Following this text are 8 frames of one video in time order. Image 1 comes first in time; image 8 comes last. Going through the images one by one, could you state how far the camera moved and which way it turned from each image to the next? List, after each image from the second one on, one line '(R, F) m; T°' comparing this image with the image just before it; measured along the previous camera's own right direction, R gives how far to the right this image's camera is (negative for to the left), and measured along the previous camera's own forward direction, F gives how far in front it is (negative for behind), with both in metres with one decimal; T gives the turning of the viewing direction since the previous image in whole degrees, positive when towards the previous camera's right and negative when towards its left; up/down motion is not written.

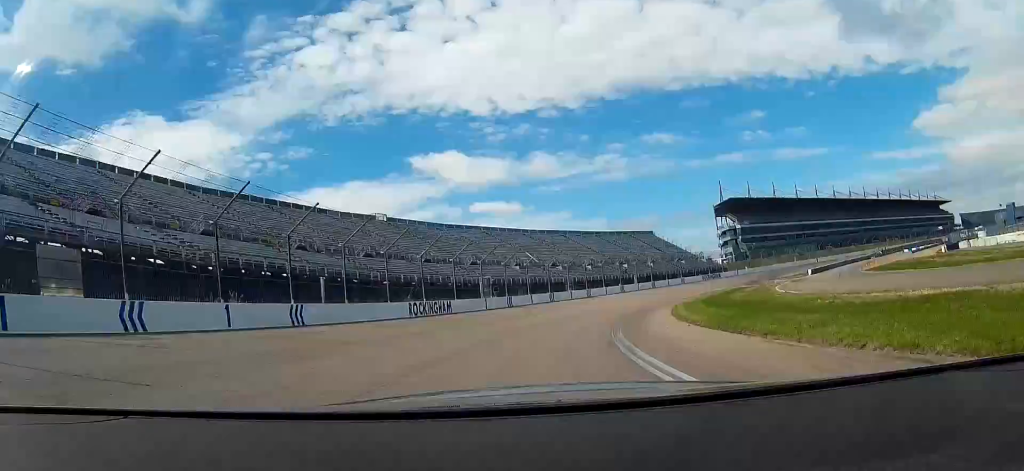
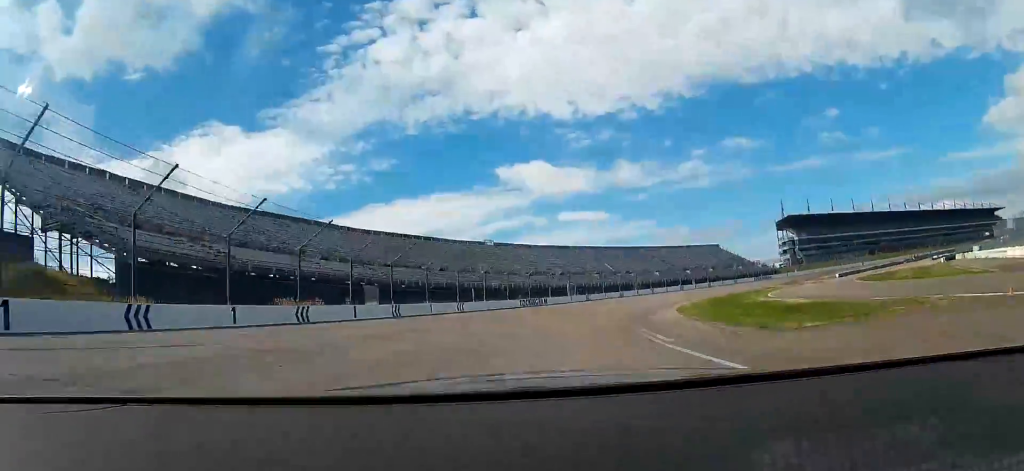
(-1.9, +27.4) m; -7°
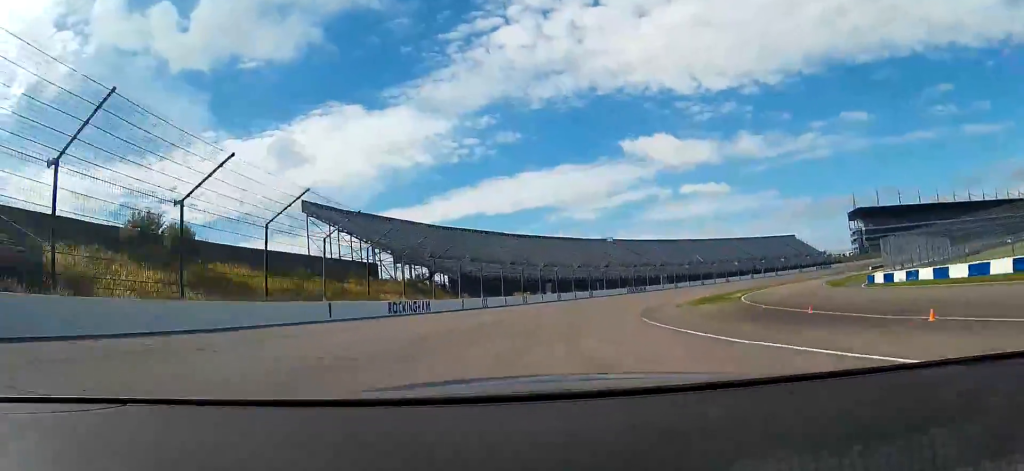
(-4.6, +50.3) m; -10°
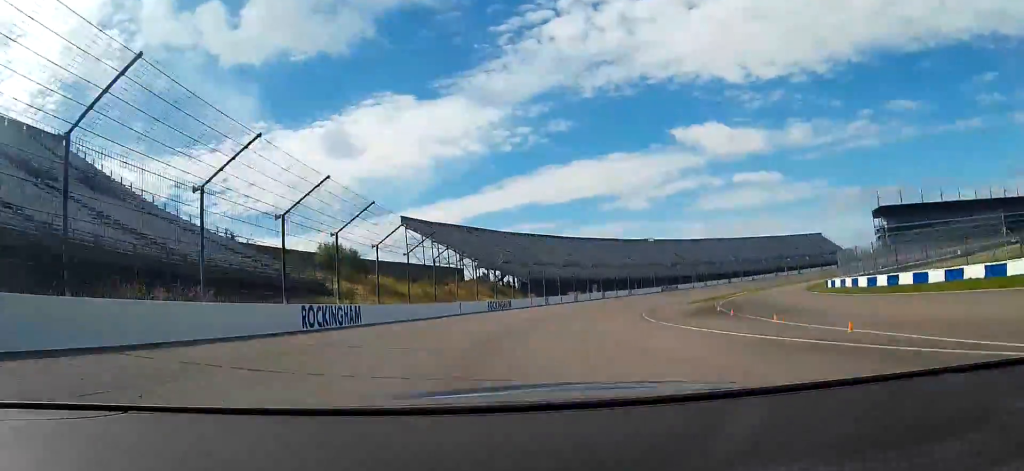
(-1.7, +28.1) m; -4°
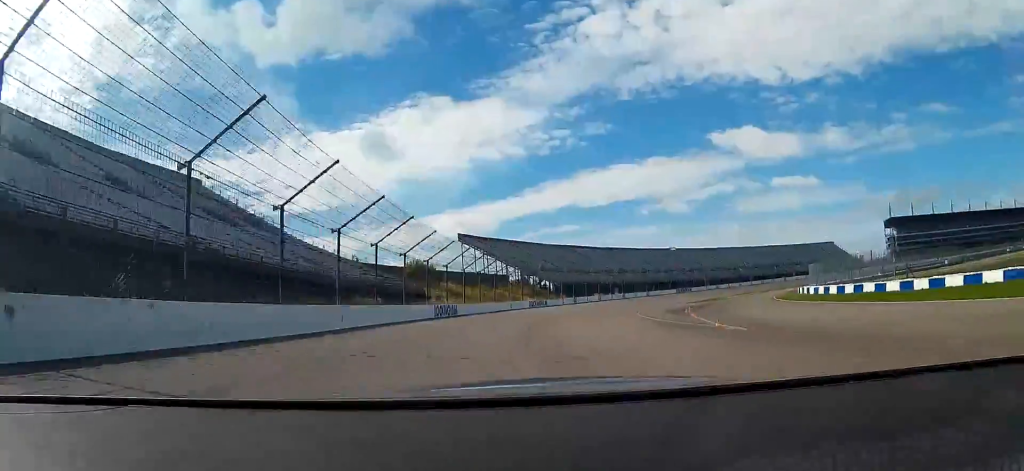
(-0.7, +25.6) m; -4°
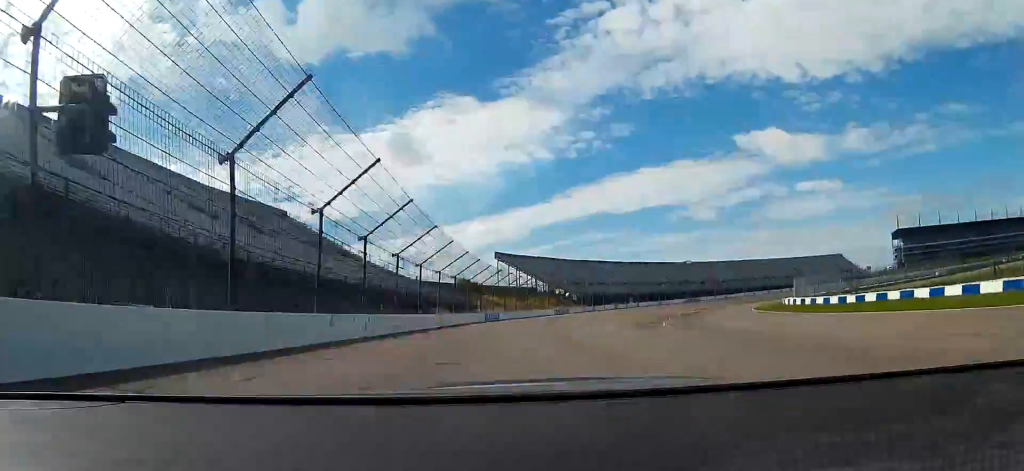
(-1.0, +21.7) m; -2°
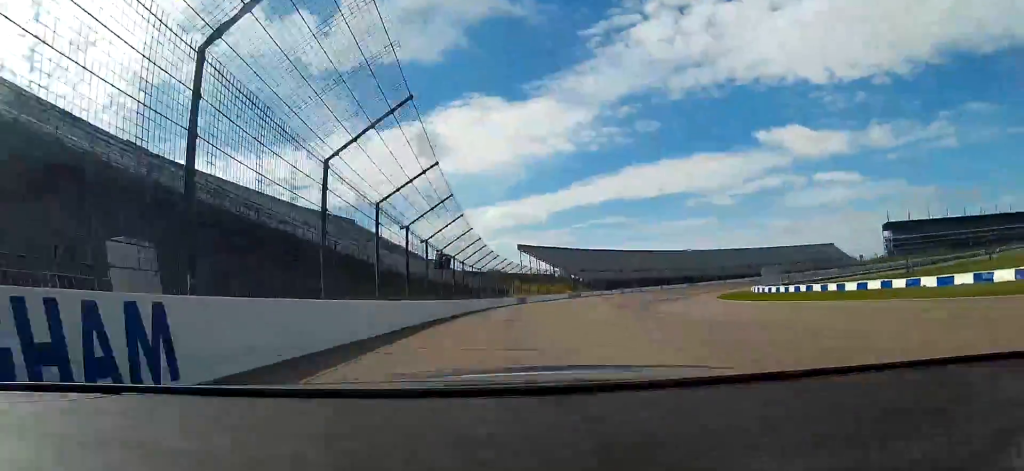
(-0.8, +31.3) m; -2°
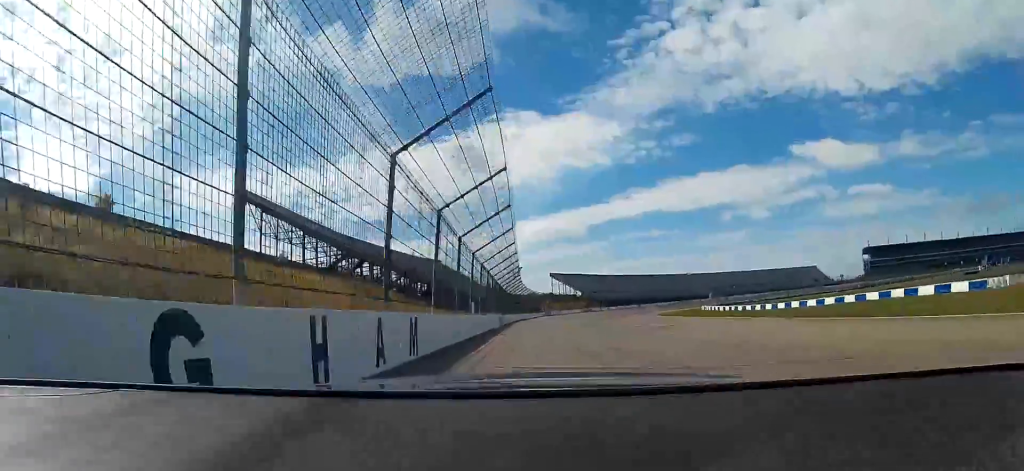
(-1.6, +73.8) m; -2°
